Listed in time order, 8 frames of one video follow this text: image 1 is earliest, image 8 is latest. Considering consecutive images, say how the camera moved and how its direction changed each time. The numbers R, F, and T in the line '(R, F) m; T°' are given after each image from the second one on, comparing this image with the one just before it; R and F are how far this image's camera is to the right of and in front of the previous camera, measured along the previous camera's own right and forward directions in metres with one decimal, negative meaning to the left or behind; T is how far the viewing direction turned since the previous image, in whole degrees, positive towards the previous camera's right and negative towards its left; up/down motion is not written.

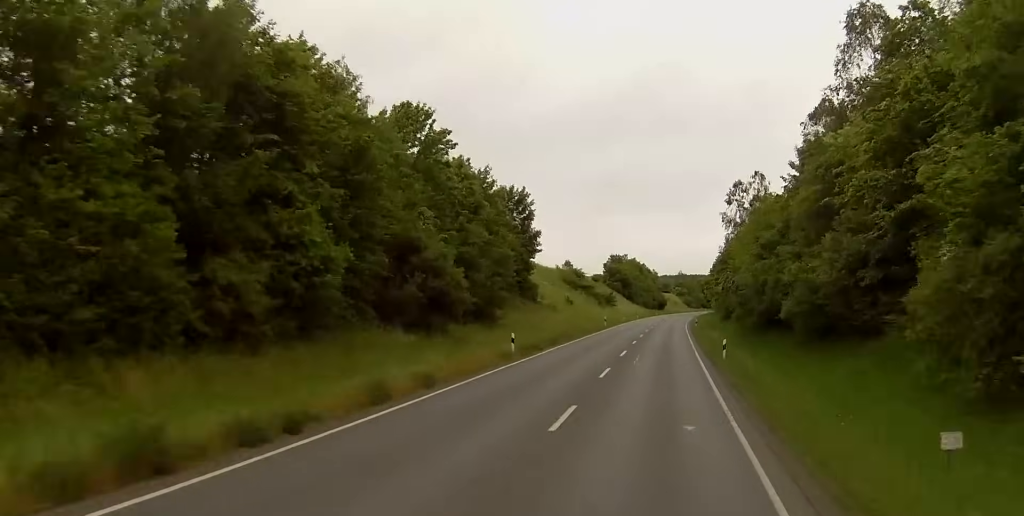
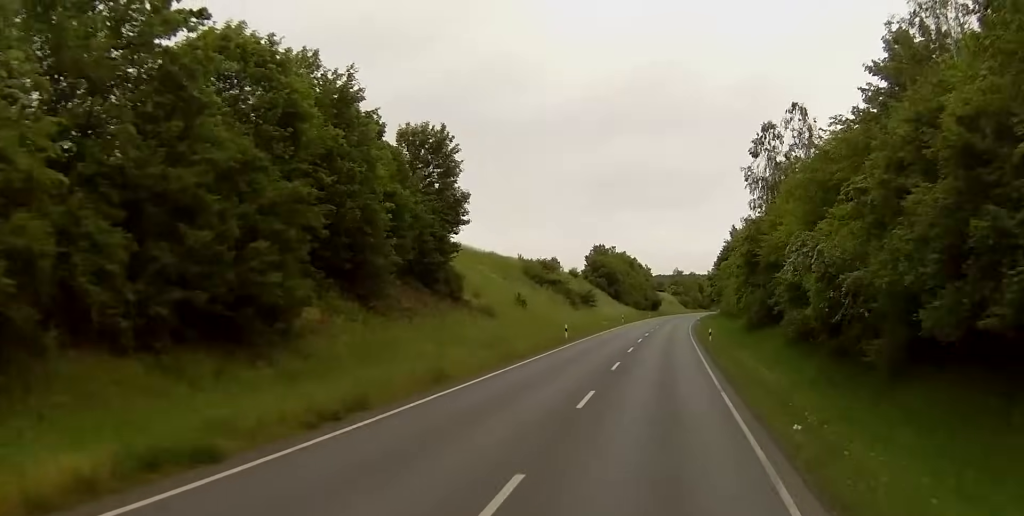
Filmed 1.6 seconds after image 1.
(+0.2, +32.2) m; 0°
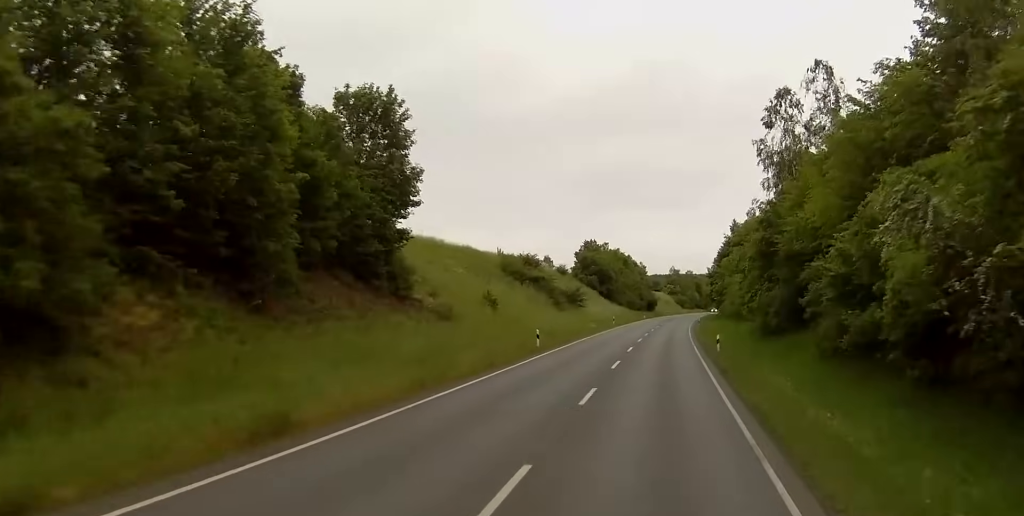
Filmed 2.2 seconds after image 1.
(-0.3, +11.2) m; 0°
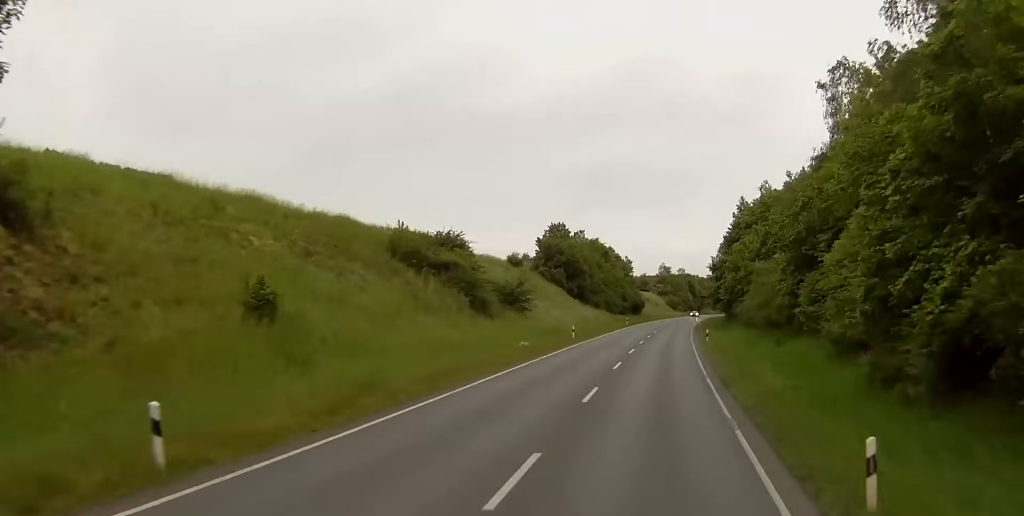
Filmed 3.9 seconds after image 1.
(+0.1, +34.3) m; 0°
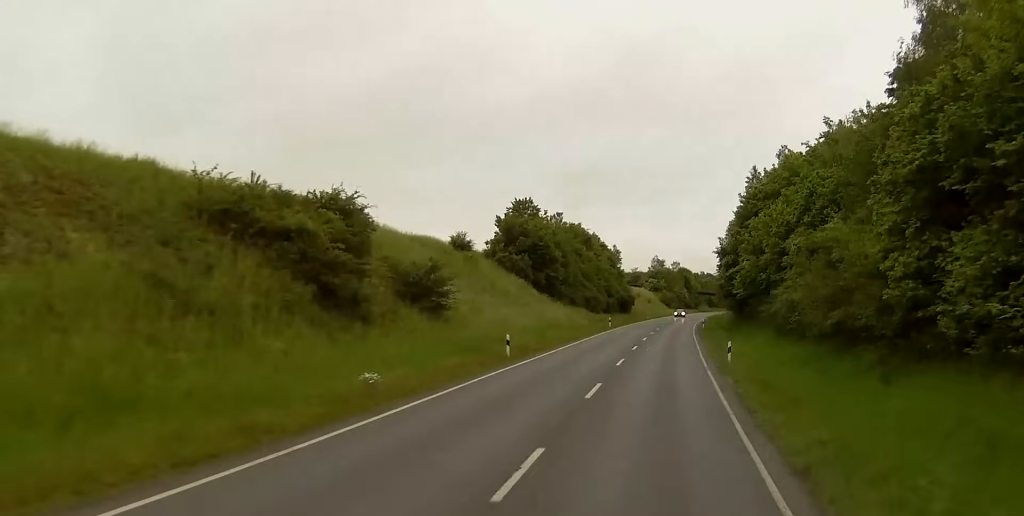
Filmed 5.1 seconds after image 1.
(+0.3, +23.8) m; +1°
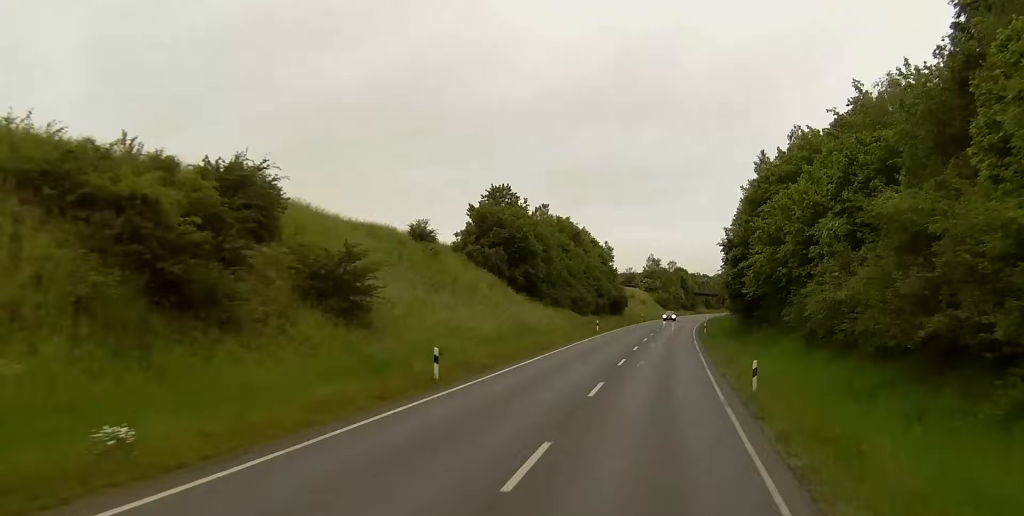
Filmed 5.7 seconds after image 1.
(0.0, +11.3) m; 0°
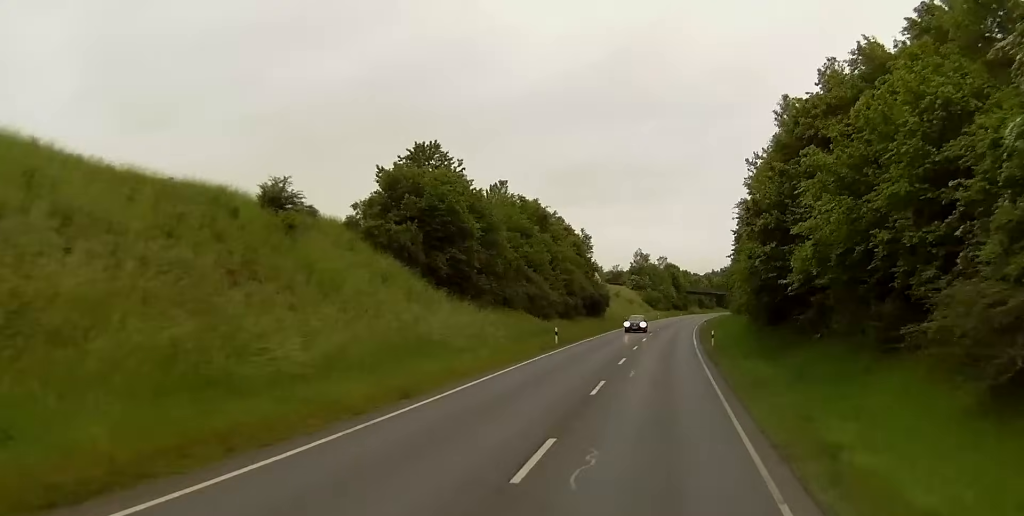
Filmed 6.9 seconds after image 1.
(0.0, +23.3) m; +1°
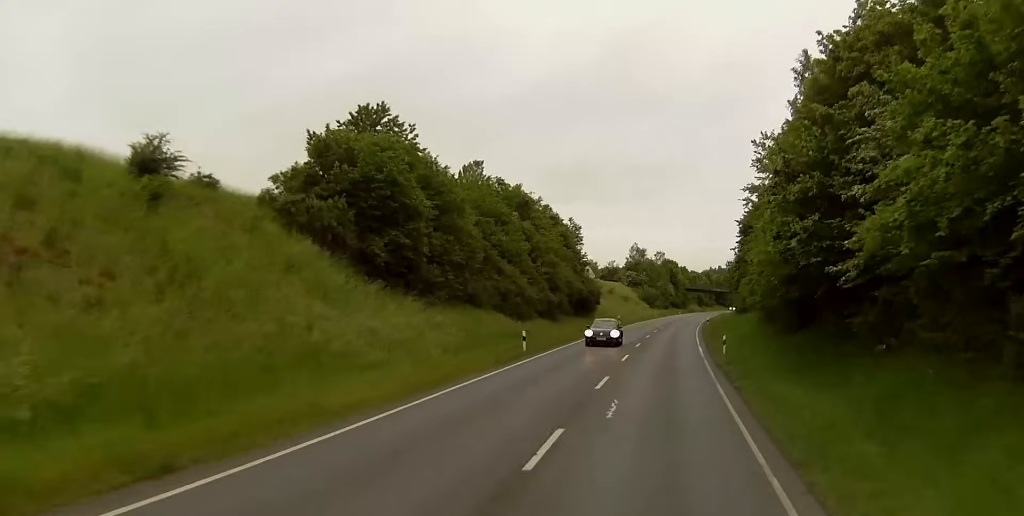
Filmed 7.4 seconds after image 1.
(0.0, +11.3) m; +1°
